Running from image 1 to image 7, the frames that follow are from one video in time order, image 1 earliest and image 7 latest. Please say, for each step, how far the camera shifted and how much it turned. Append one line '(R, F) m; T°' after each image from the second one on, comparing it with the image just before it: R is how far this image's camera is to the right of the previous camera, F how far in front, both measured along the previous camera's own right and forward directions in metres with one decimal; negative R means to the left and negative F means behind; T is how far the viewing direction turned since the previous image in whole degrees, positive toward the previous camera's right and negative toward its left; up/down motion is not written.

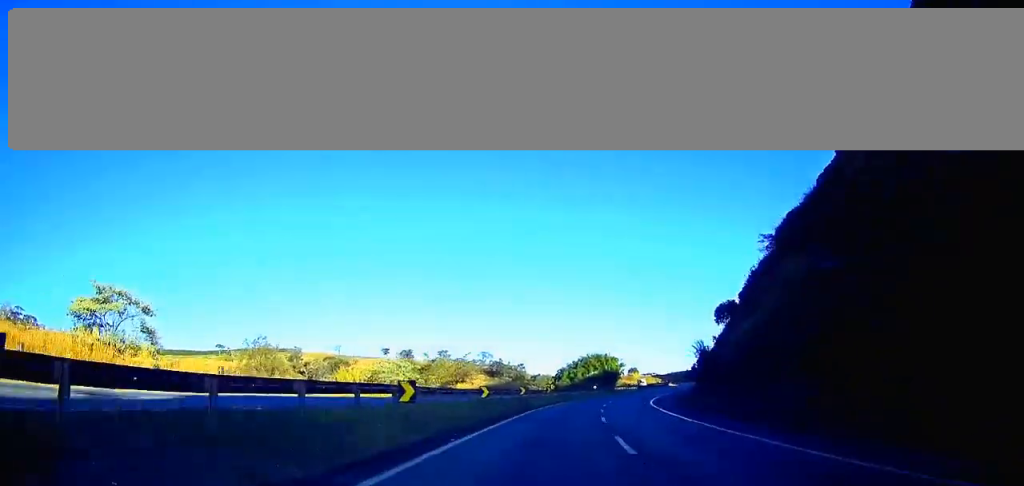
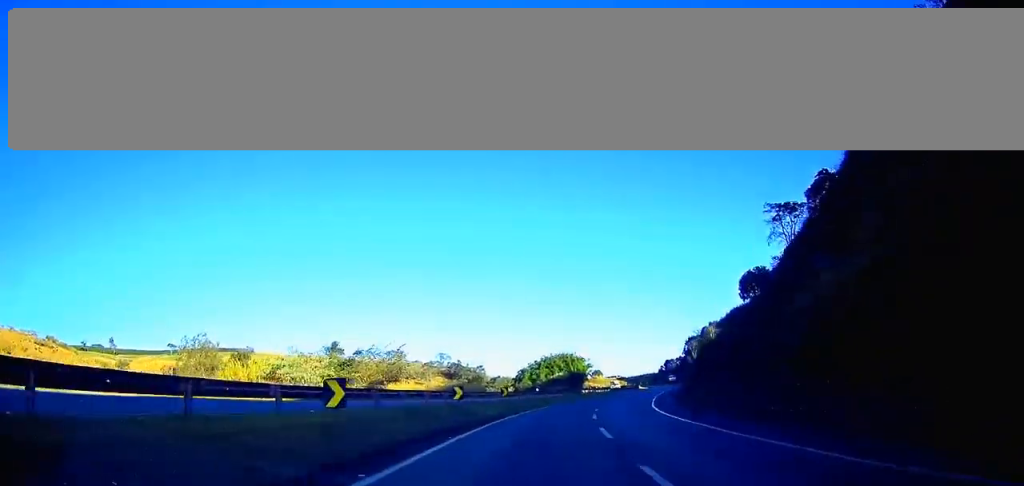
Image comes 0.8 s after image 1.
(+0.4, +20.0) m; +3°
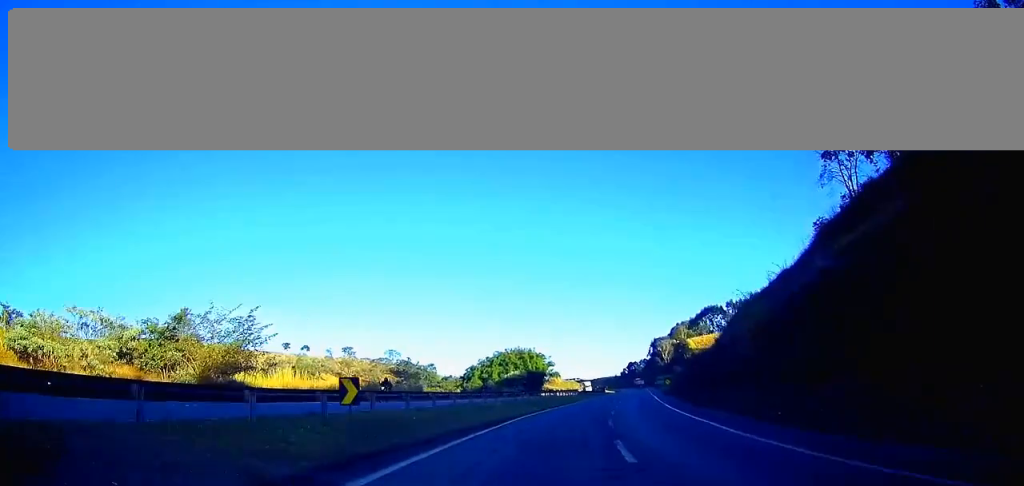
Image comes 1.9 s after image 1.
(+1.0, +28.7) m; +4°
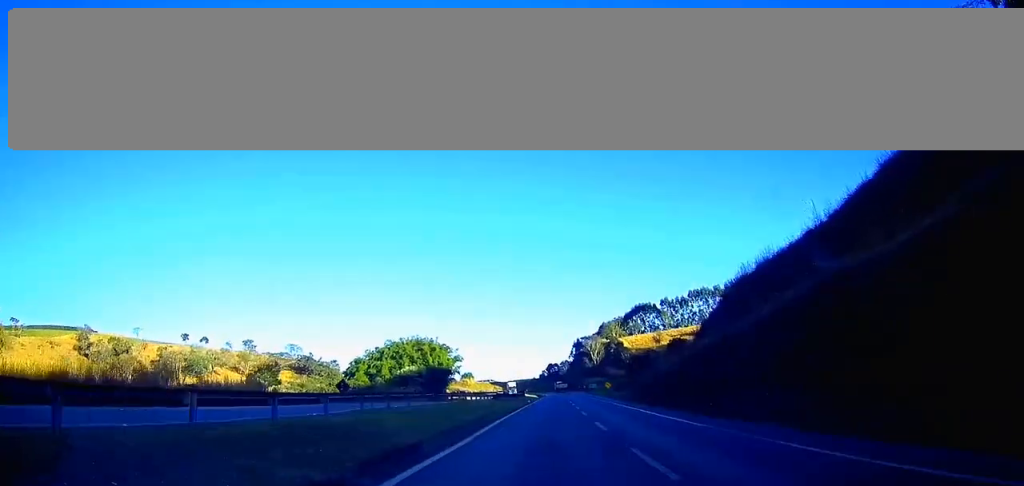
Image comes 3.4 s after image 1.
(+2.1, +37.3) m; +7°
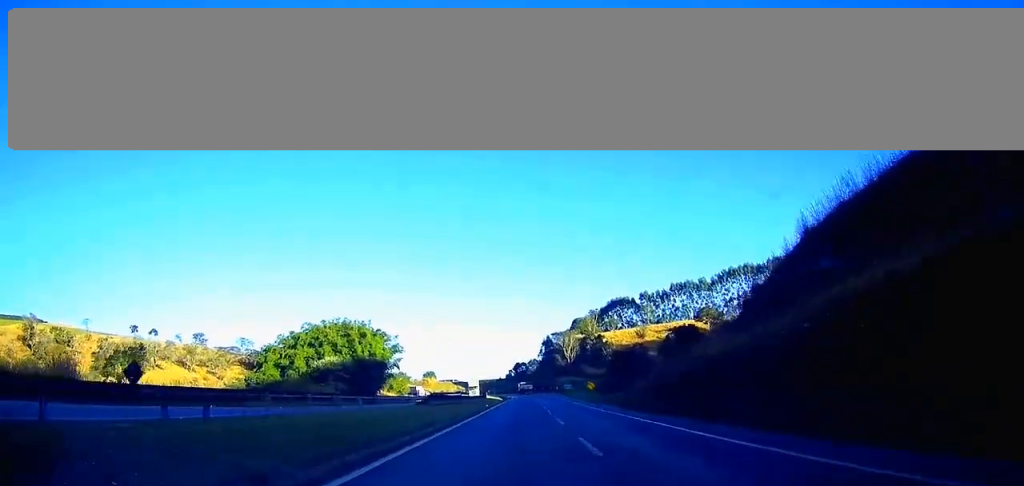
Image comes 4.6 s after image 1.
(+1.2, +31.0) m; +2°
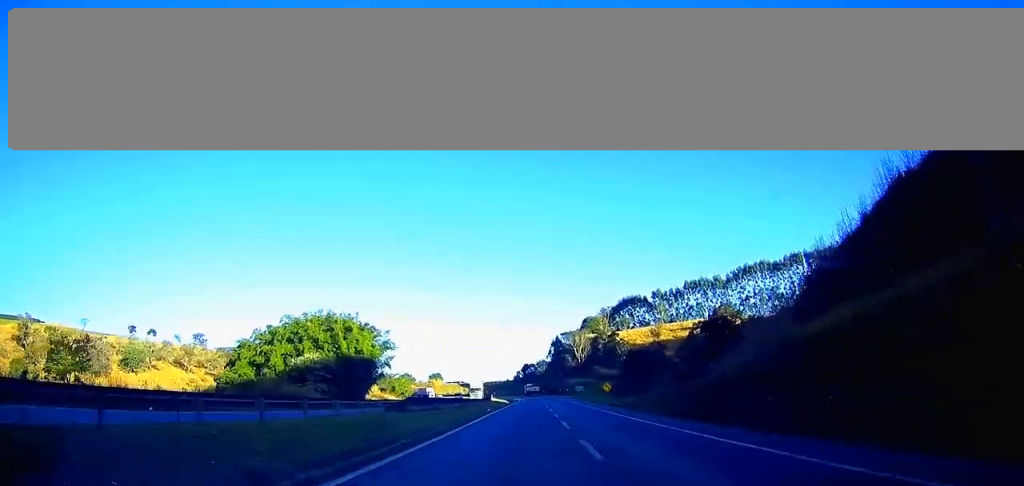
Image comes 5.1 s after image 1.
(-0.1, +12.2) m; 0°
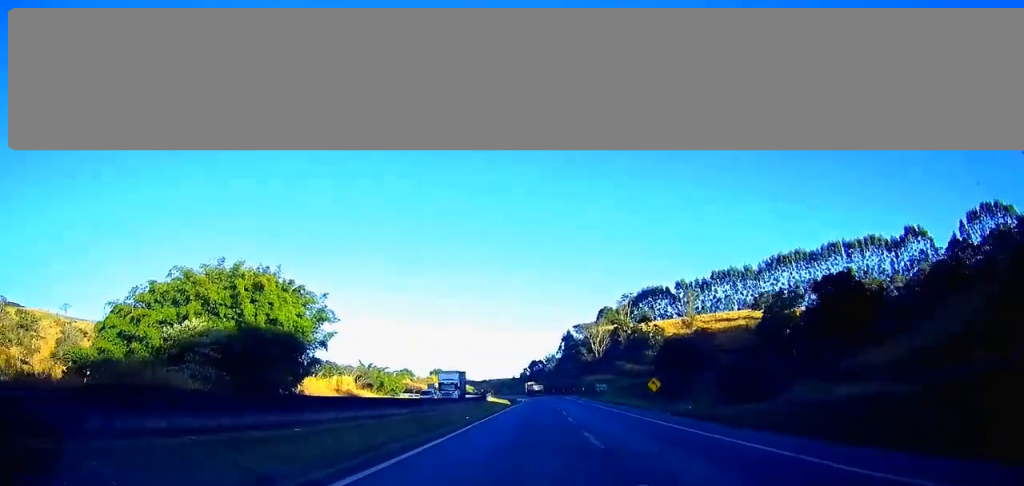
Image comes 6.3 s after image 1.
(-0.1, +32.2) m; 0°
